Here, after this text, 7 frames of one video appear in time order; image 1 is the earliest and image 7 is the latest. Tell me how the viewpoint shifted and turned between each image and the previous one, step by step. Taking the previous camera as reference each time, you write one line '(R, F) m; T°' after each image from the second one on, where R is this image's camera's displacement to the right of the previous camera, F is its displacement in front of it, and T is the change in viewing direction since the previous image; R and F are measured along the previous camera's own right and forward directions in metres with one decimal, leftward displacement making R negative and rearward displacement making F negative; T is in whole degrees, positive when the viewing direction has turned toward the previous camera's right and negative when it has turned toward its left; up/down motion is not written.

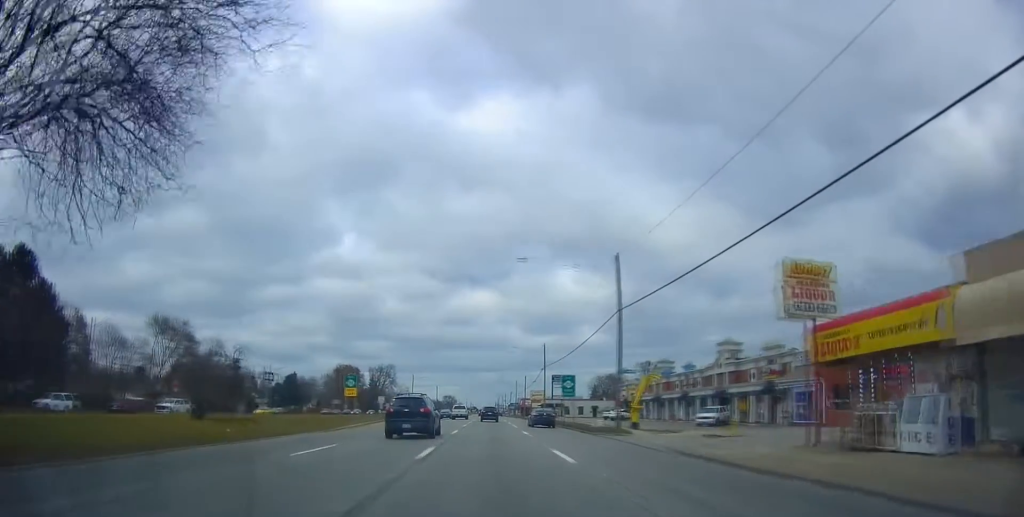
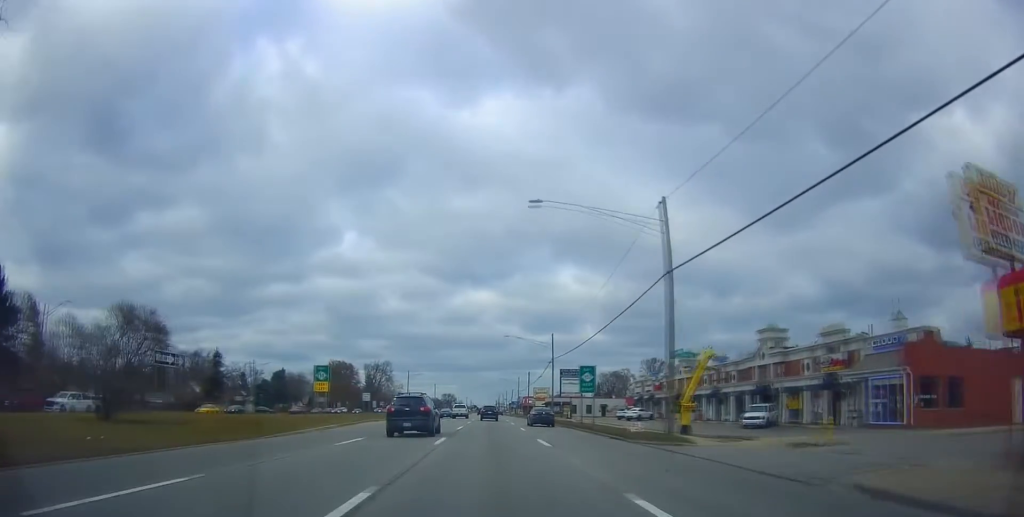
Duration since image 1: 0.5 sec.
(+0.3, +9.7) m; 0°
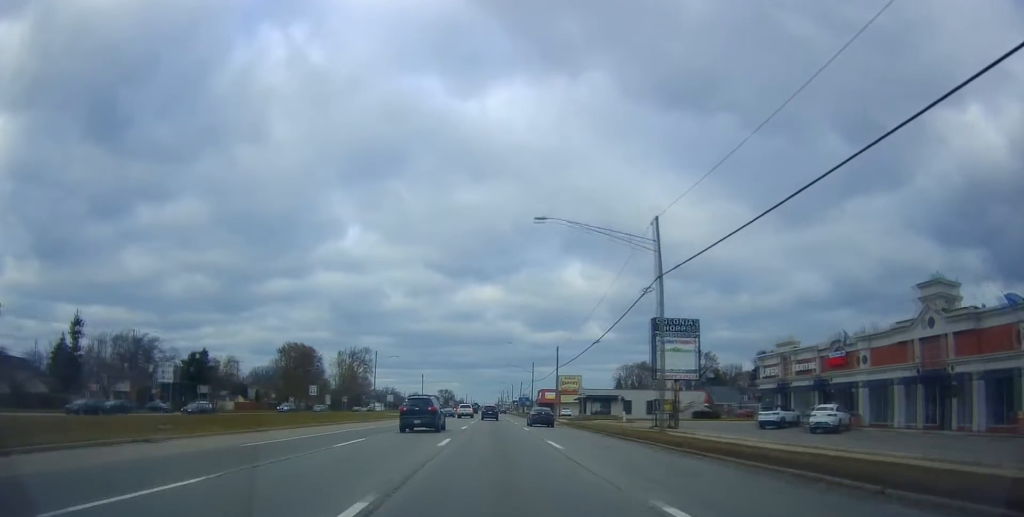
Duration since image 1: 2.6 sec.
(-0.4, +44.2) m; -1°
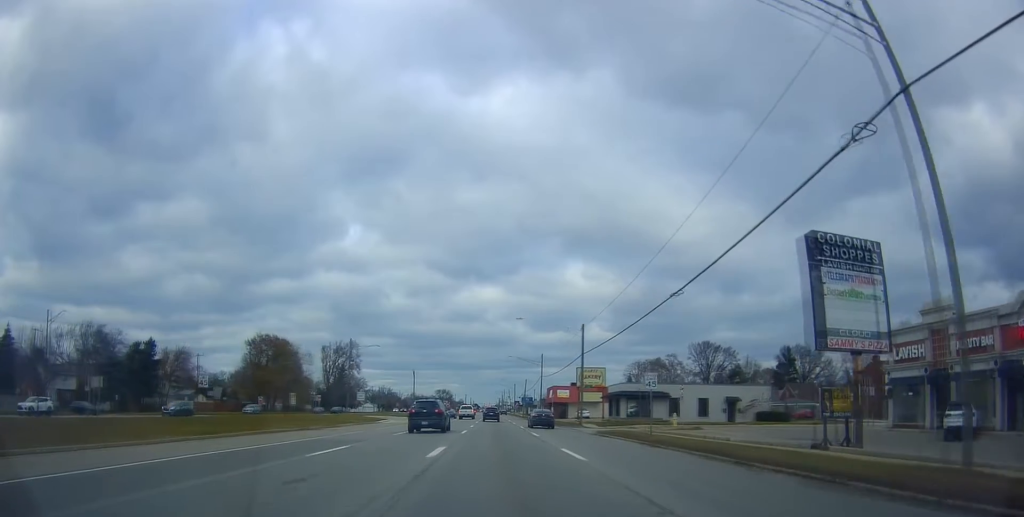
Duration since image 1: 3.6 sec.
(+0.3, +19.5) m; +1°
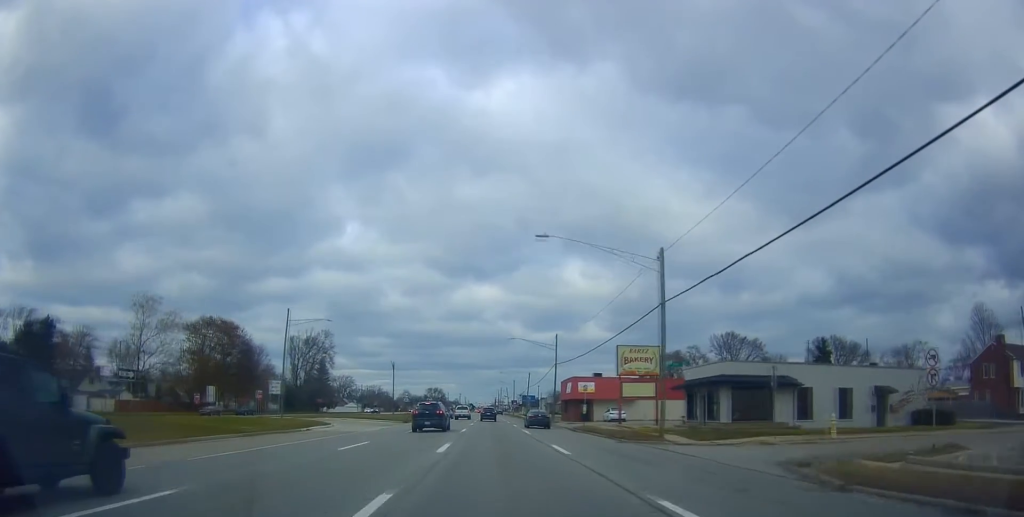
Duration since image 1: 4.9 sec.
(-0.3, +26.2) m; 0°
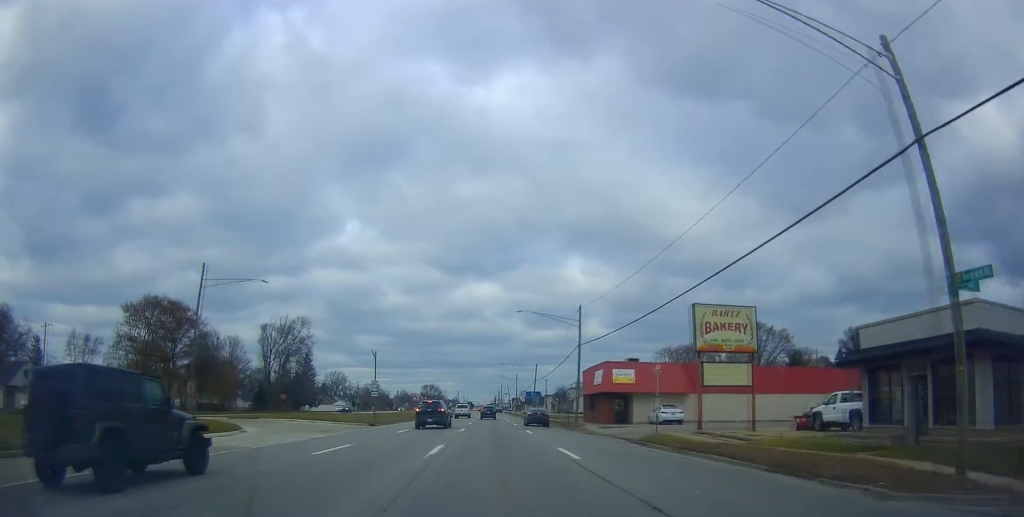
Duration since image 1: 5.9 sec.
(+0.5, +19.2) m; +1°
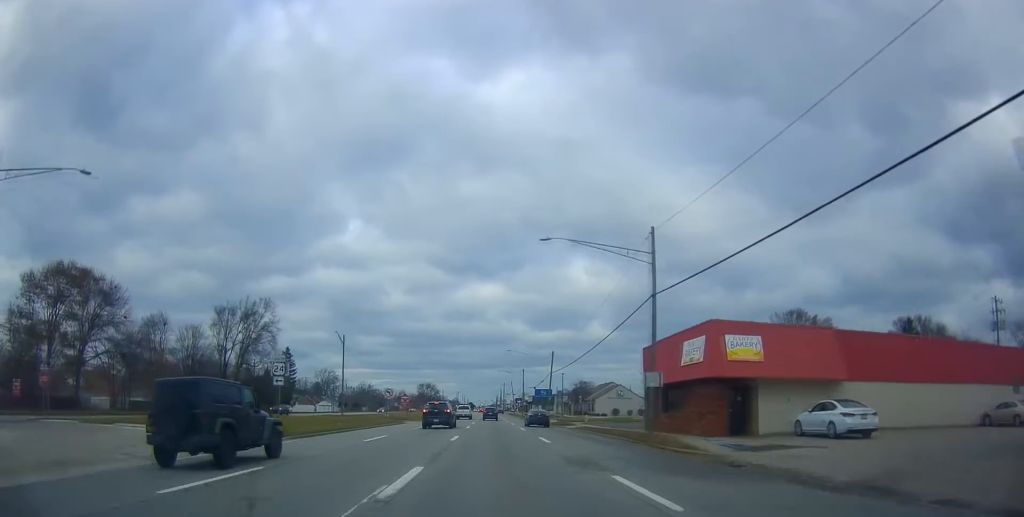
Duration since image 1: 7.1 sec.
(-0.2, +23.8) m; 0°
